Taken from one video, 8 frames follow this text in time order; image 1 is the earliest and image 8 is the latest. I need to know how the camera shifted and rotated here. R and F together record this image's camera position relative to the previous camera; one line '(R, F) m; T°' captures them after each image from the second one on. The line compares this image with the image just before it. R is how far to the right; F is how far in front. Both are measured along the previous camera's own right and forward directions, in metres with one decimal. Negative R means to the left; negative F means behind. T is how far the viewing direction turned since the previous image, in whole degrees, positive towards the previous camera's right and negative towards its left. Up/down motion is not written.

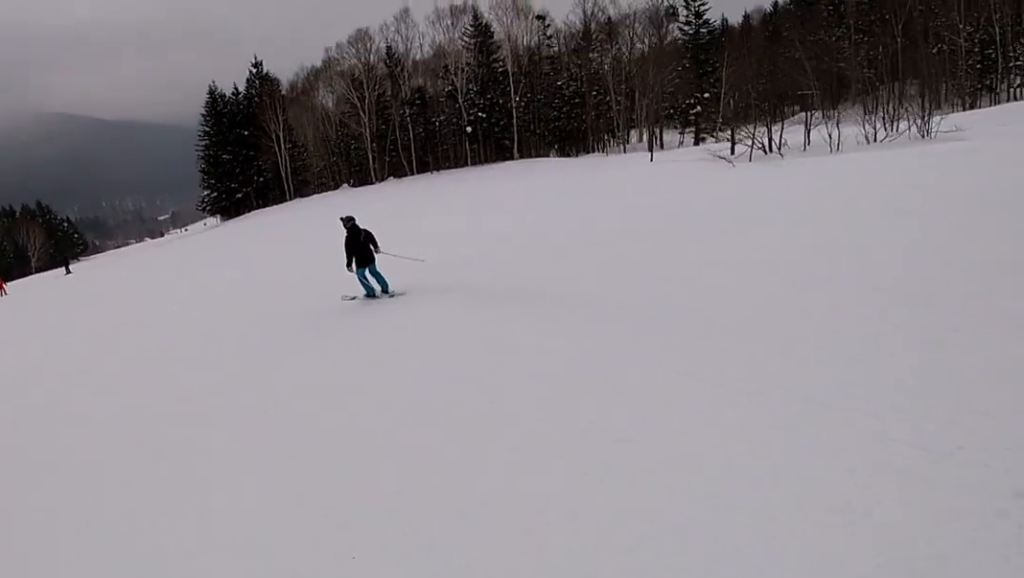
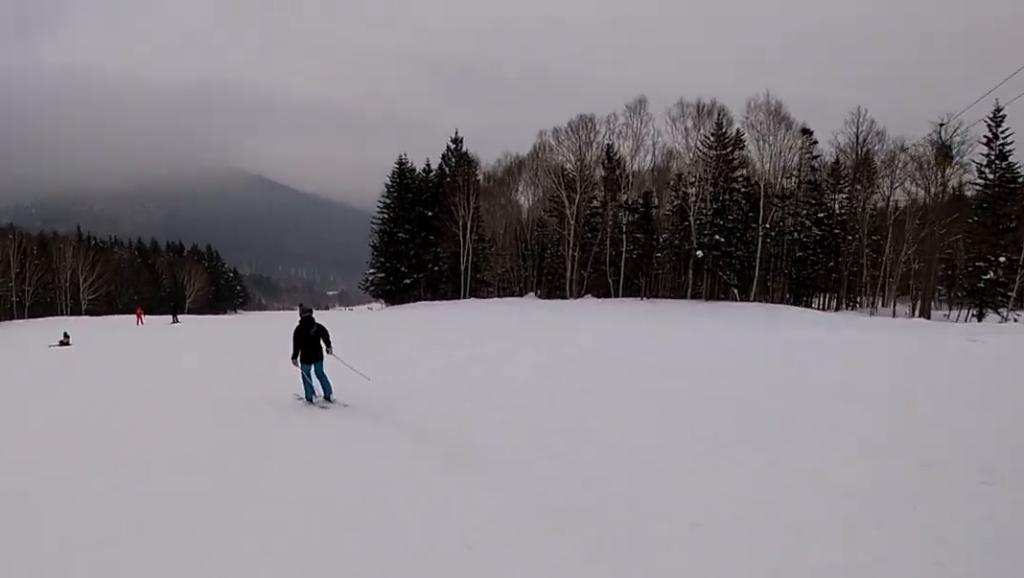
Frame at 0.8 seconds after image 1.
(+1.2, +9.8) m; 0°
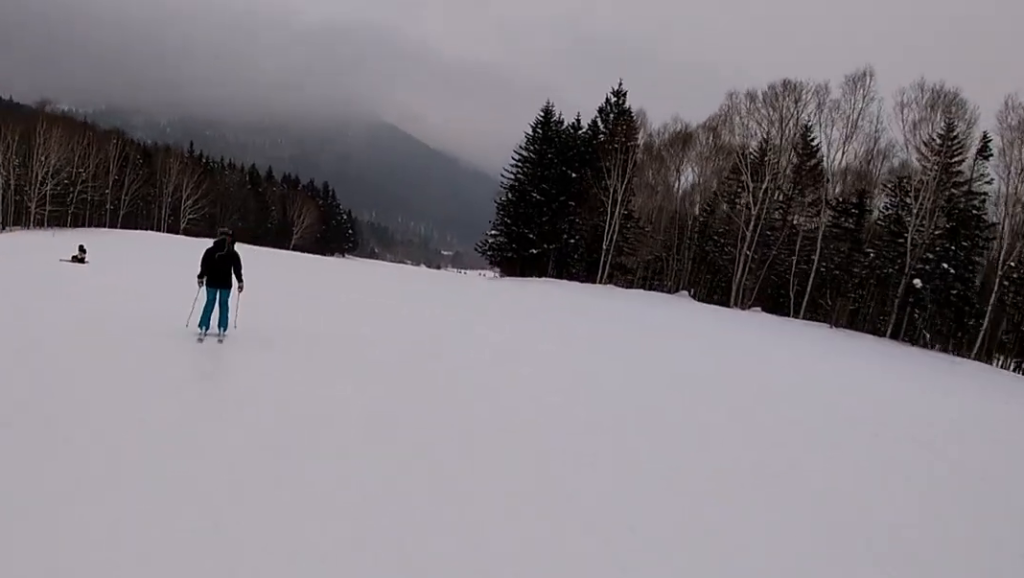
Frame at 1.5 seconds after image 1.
(-0.7, +8.5) m; -8°
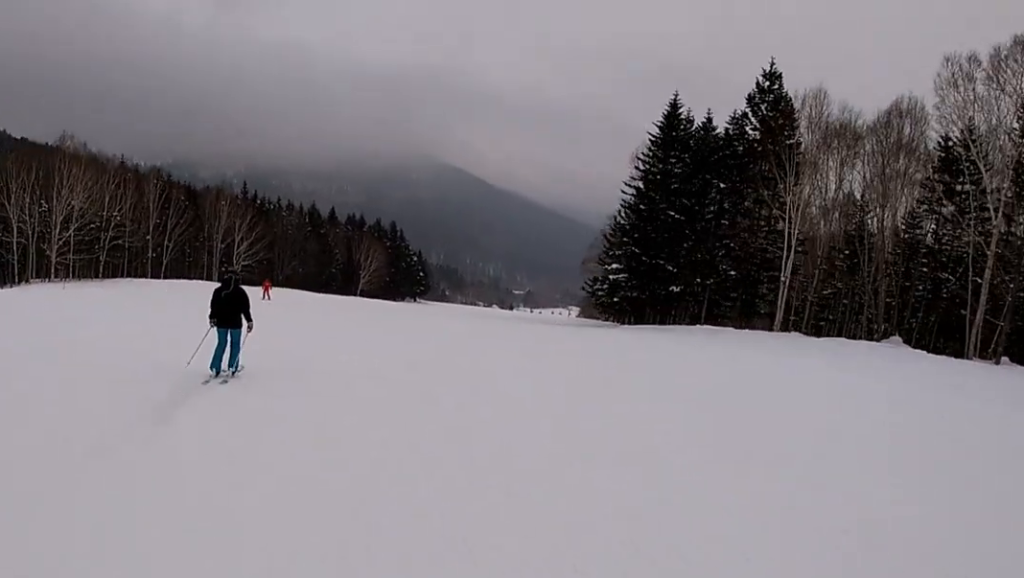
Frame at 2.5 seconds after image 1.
(-1.5, +12.0) m; -11°
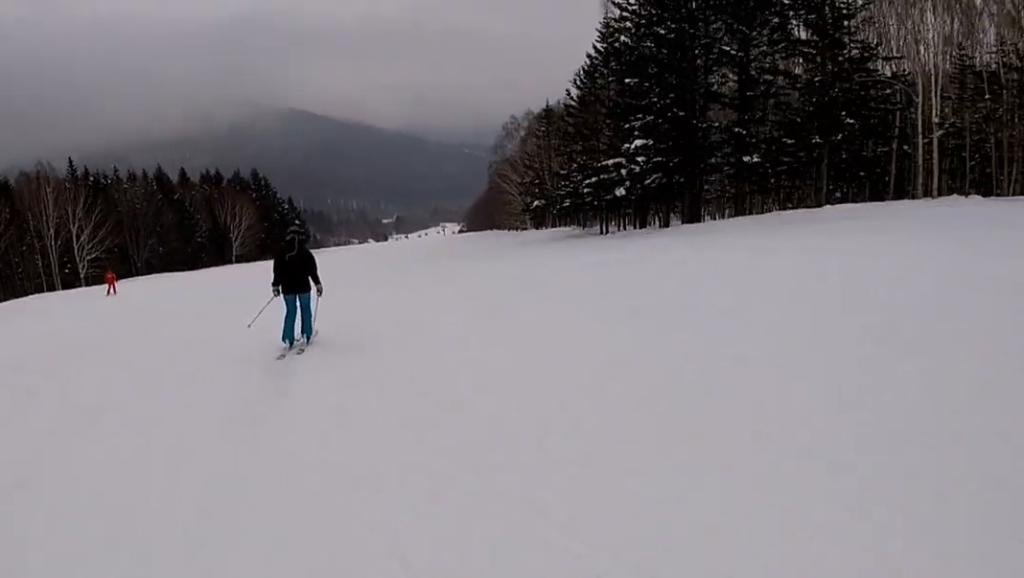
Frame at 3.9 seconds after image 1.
(-0.9, +15.6) m; +3°
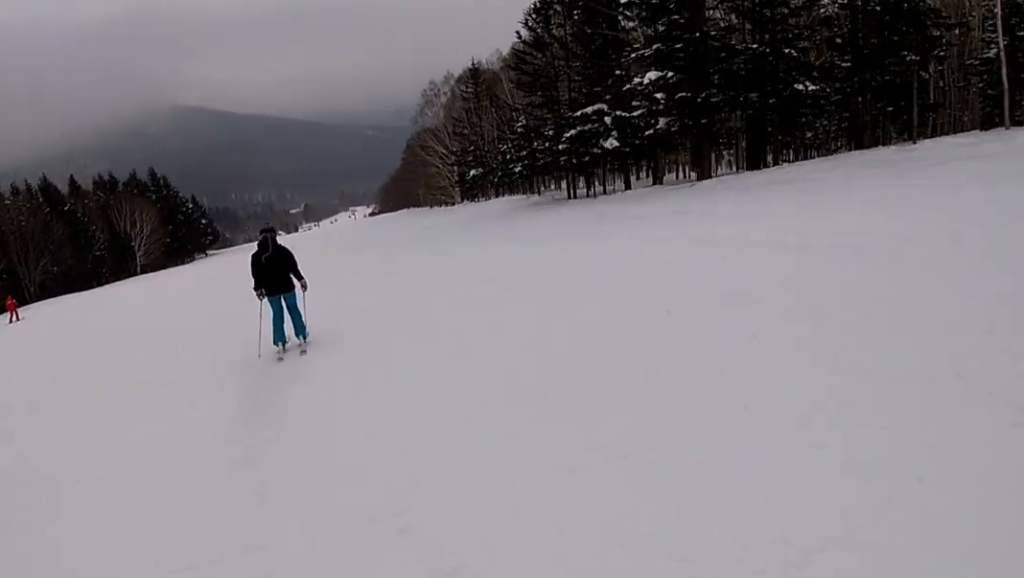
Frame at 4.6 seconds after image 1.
(+0.9, +7.5) m; +5°
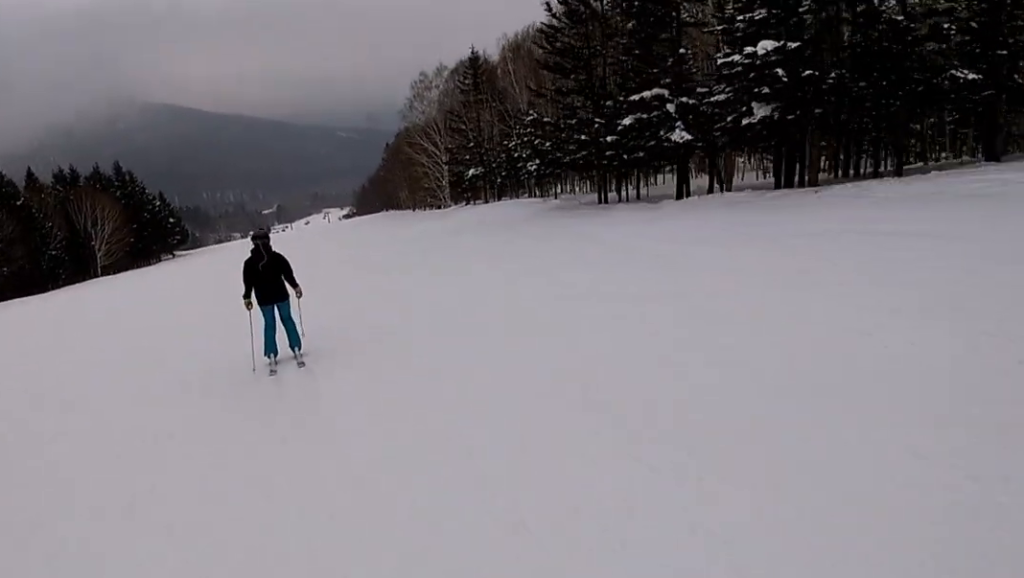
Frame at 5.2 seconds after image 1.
(+0.3, +6.4) m; +3°
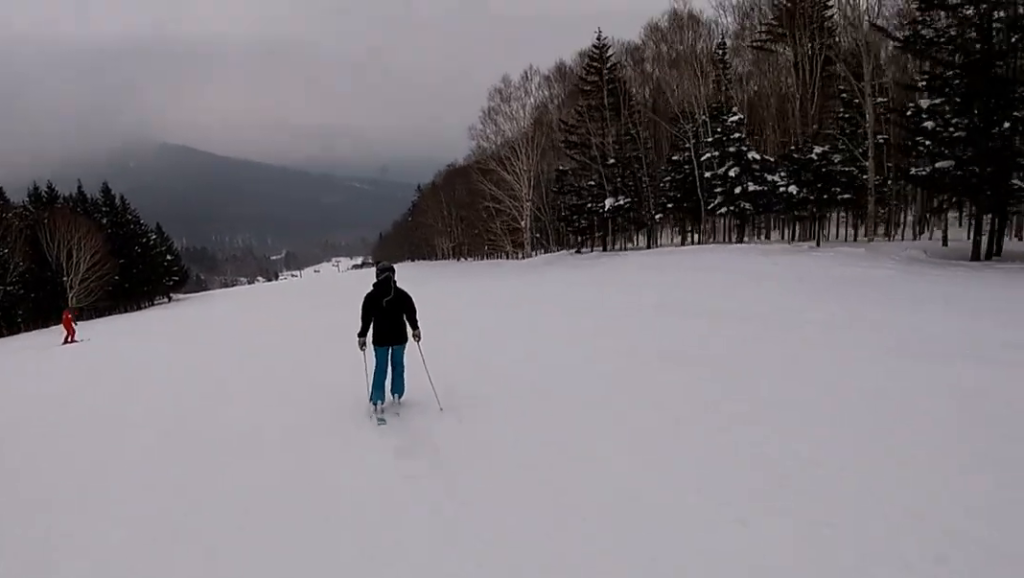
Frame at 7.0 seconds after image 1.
(+0.2, +18.6) m; +9°
